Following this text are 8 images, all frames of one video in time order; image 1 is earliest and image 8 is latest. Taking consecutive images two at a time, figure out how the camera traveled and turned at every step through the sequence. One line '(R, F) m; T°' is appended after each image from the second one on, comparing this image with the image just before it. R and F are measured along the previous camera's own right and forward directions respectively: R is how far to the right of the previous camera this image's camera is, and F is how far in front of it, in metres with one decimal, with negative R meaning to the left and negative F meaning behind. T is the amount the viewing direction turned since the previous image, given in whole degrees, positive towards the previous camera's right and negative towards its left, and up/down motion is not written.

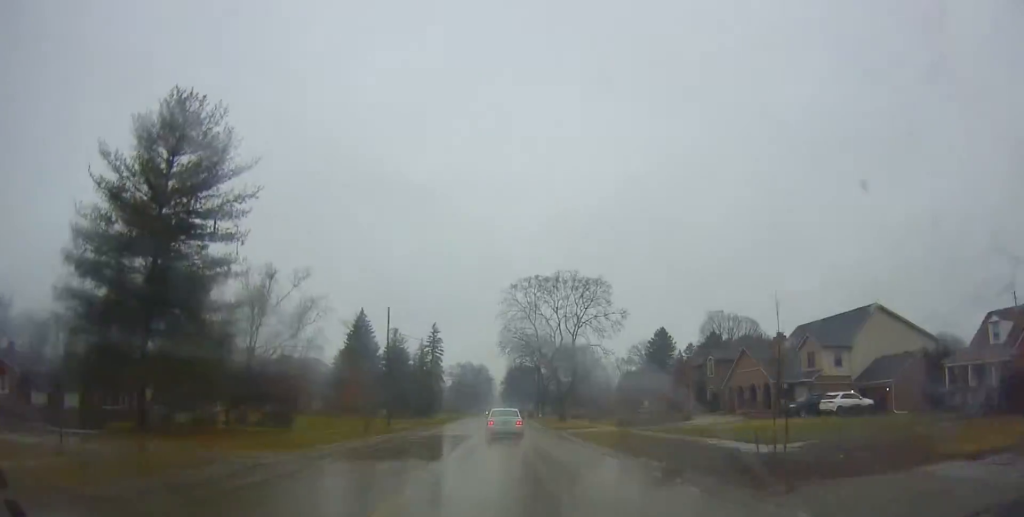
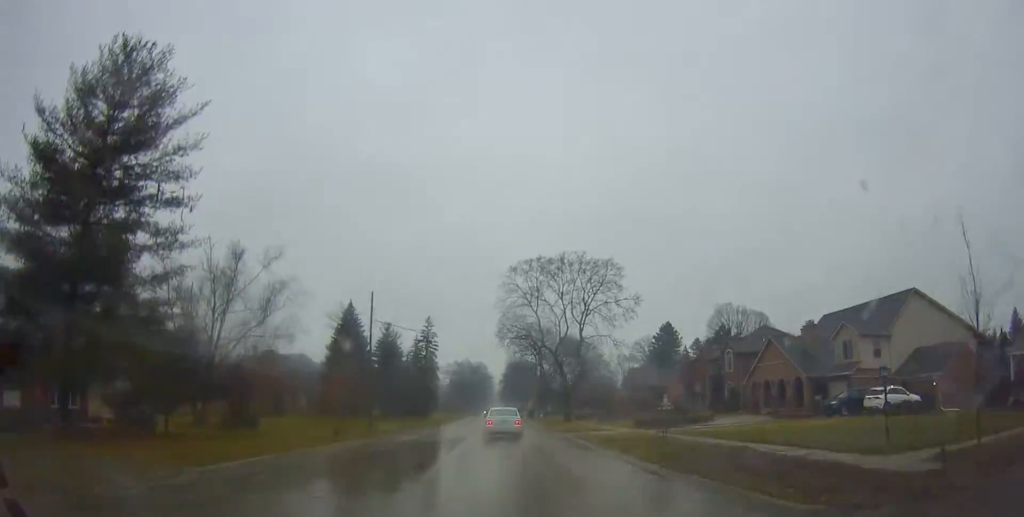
(+0.3, +6.3) m; 0°
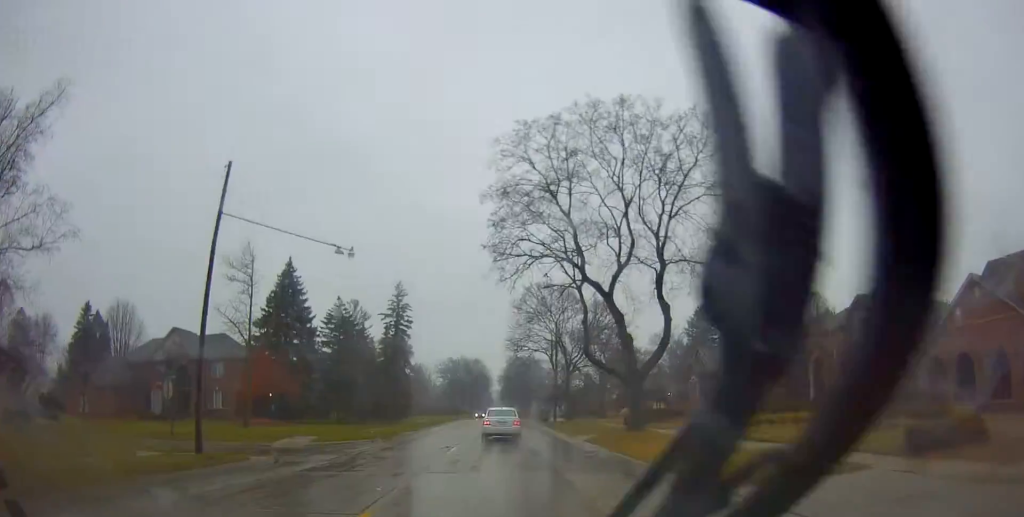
(-0.2, +26.2) m; +1°
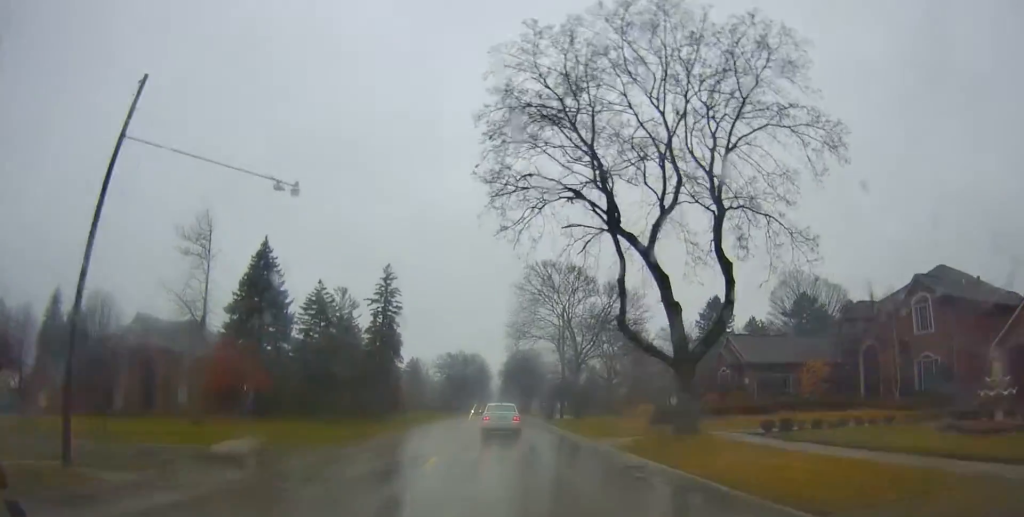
(+0.3, +7.0) m; +2°
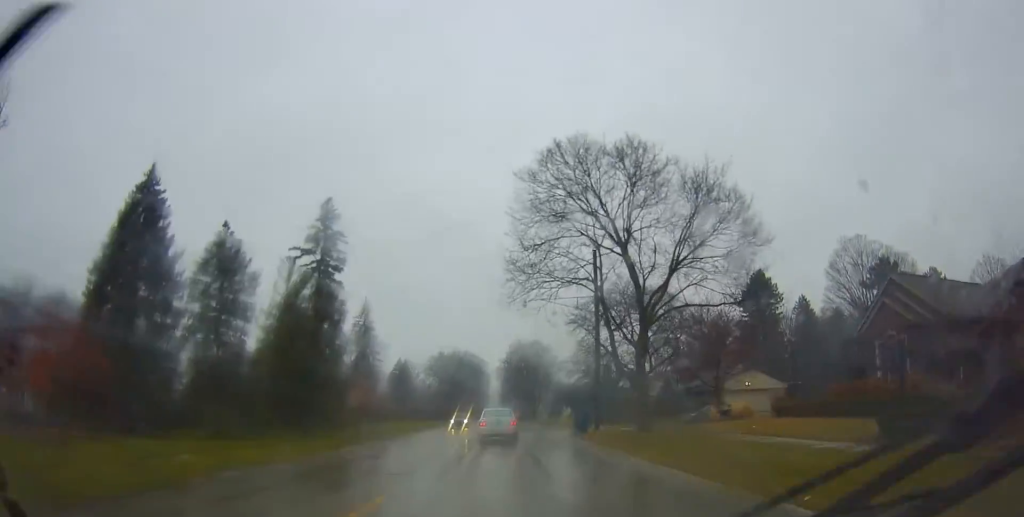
(+0.1, +21.1) m; -1°
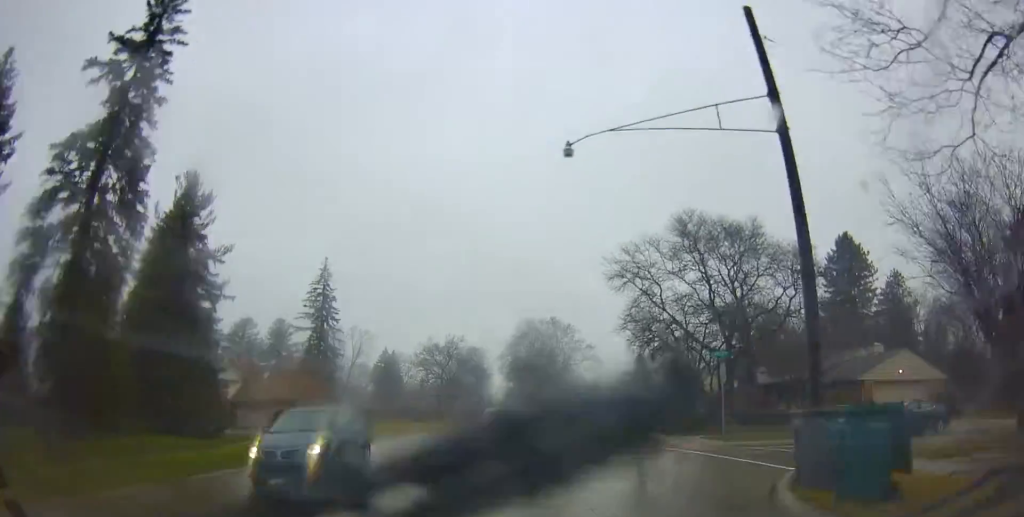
(+0.1, +24.8) m; +1°
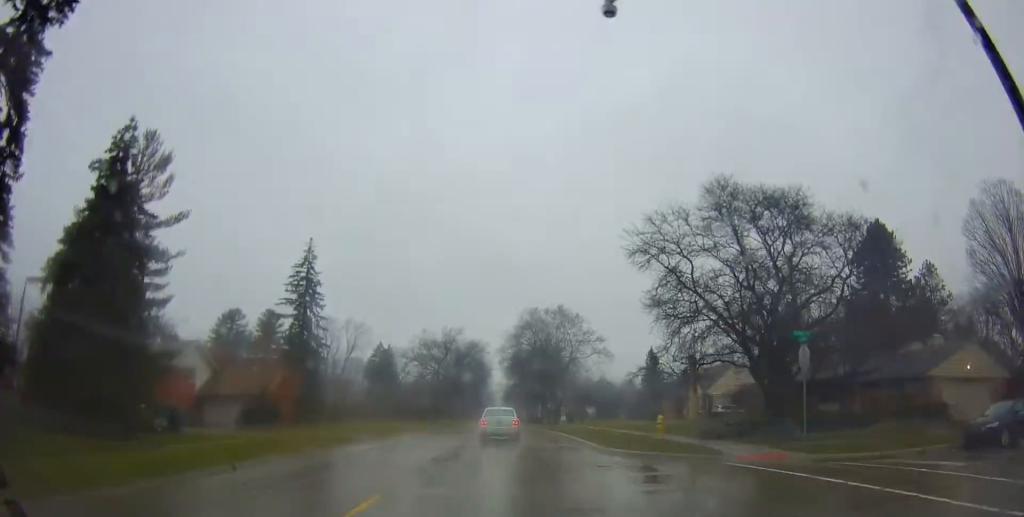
(0.0, +6.6) m; -2°
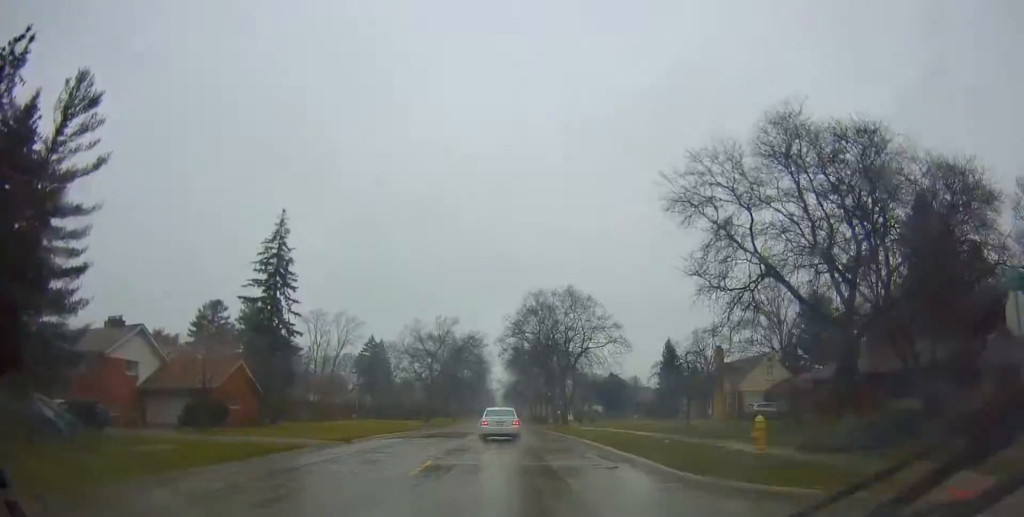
(-0.1, +8.8) m; -1°
